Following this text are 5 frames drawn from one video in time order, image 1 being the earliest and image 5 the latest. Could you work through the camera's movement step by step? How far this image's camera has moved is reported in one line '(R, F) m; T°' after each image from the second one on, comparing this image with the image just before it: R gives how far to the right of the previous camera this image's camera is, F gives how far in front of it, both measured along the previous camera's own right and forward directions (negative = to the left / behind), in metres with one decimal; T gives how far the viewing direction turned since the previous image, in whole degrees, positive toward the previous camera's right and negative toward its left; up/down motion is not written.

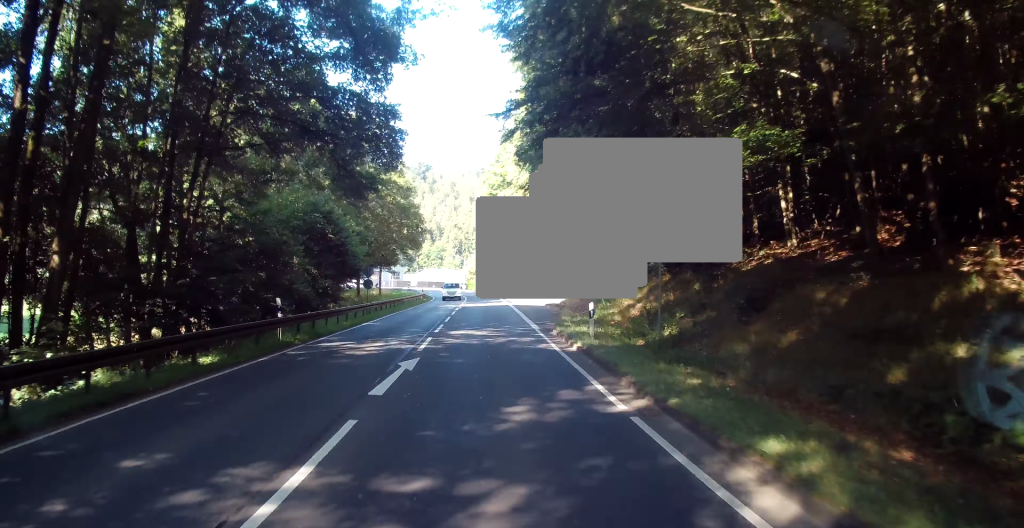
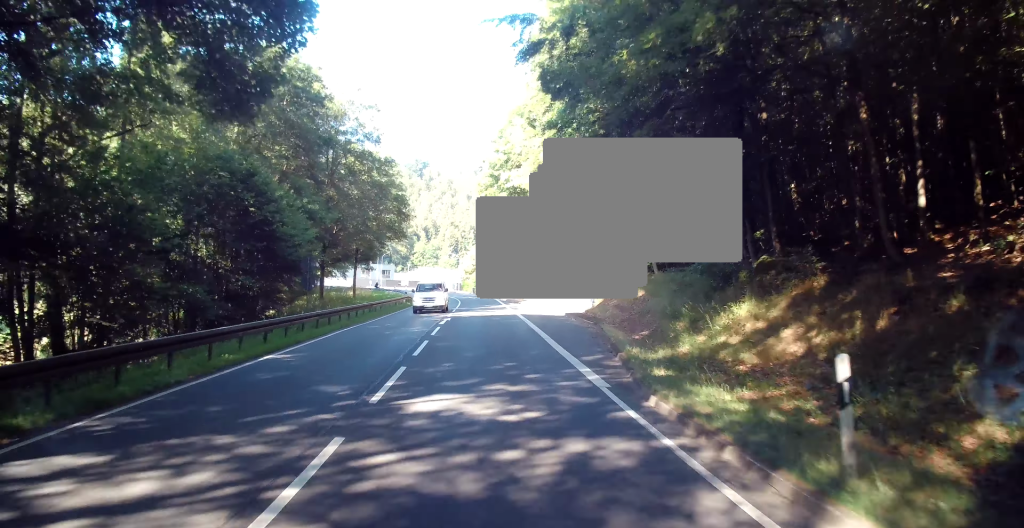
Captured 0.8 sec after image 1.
(+0.2, +13.6) m; +1°
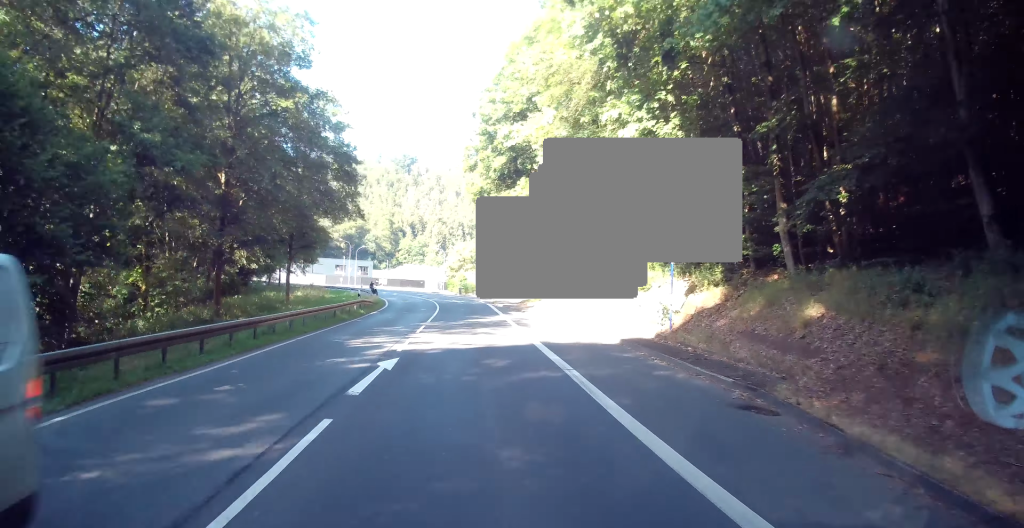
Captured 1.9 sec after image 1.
(0.0, +16.7) m; 0°
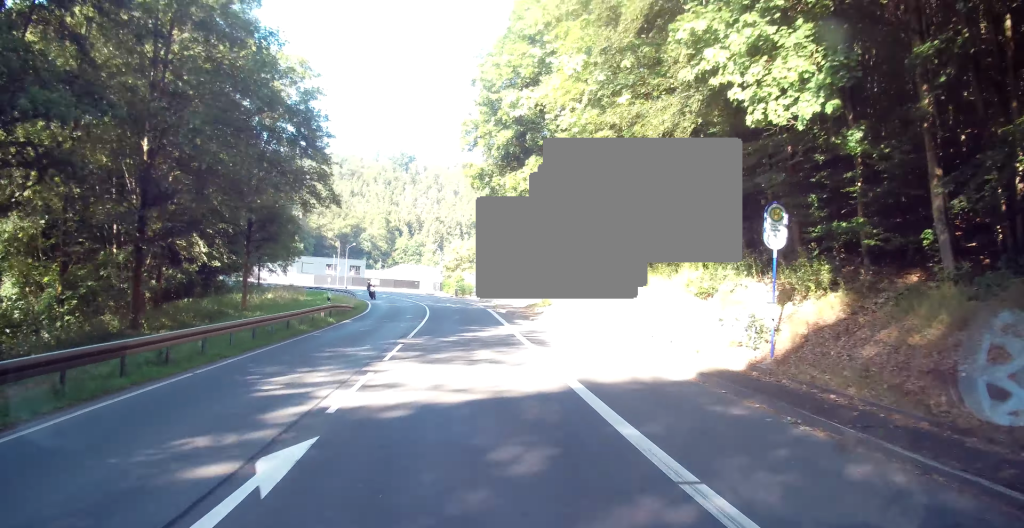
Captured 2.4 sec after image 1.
(-0.1, +8.0) m; 0°
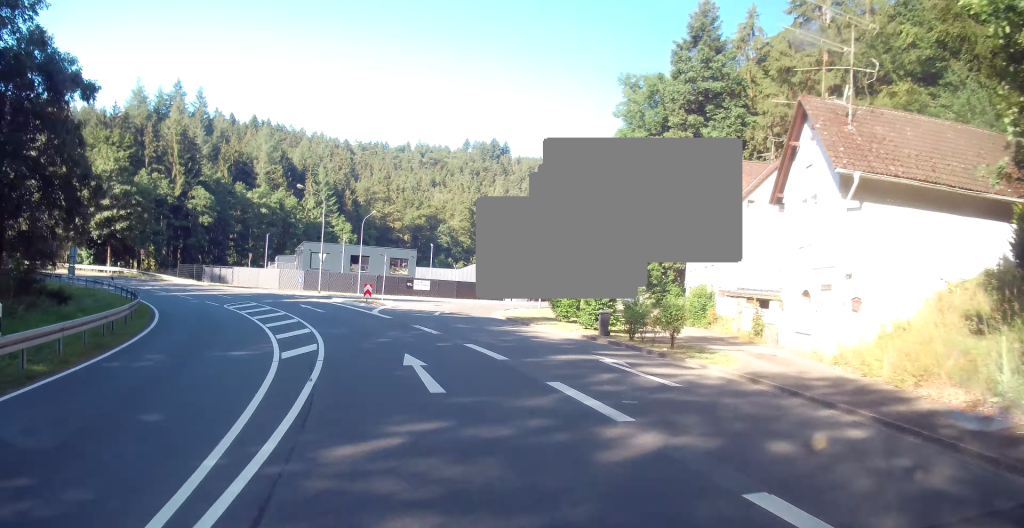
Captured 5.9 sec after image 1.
(-4.2, +54.4) m; -13°
